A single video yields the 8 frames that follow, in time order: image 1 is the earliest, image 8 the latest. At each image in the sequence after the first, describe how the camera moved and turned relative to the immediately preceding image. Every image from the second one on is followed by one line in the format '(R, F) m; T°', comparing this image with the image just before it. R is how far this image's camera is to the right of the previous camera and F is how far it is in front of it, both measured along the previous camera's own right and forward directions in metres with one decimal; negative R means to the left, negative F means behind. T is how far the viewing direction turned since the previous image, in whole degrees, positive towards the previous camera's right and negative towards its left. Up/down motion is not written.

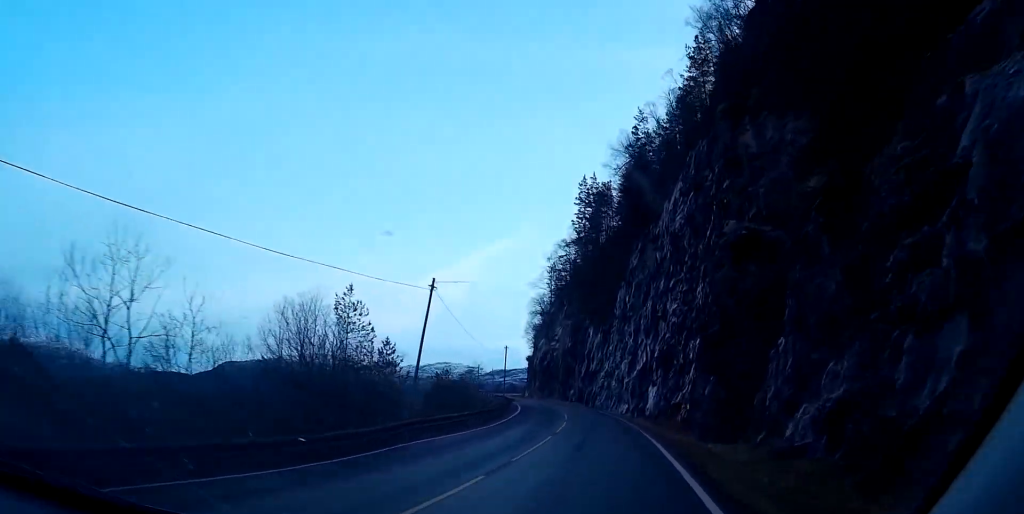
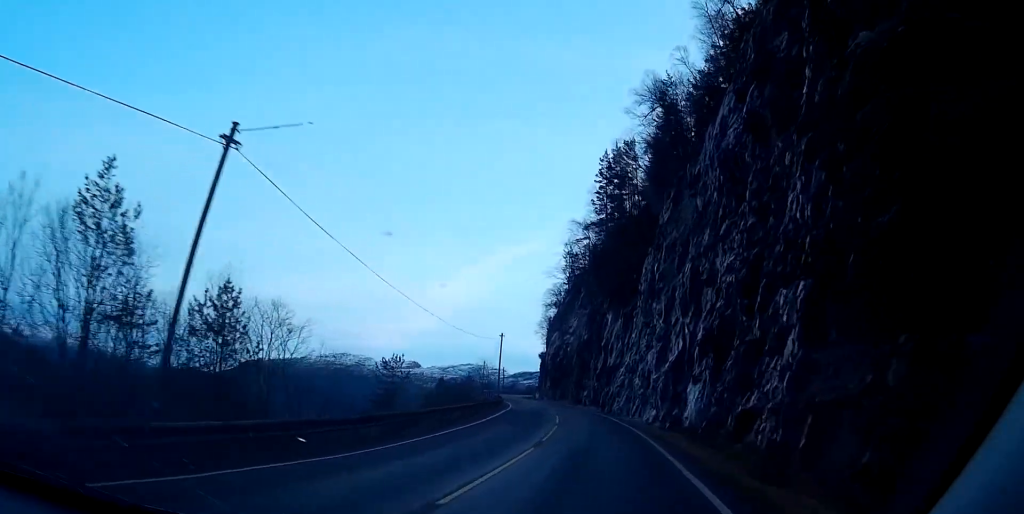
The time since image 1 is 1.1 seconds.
(-1.5, +17.0) m; -7°
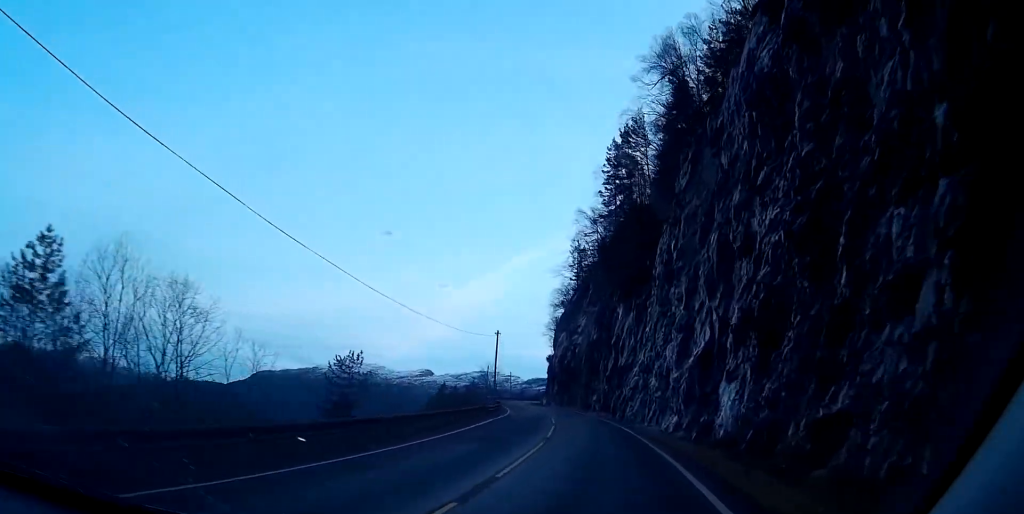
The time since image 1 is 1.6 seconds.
(-0.3, +8.8) m; -2°
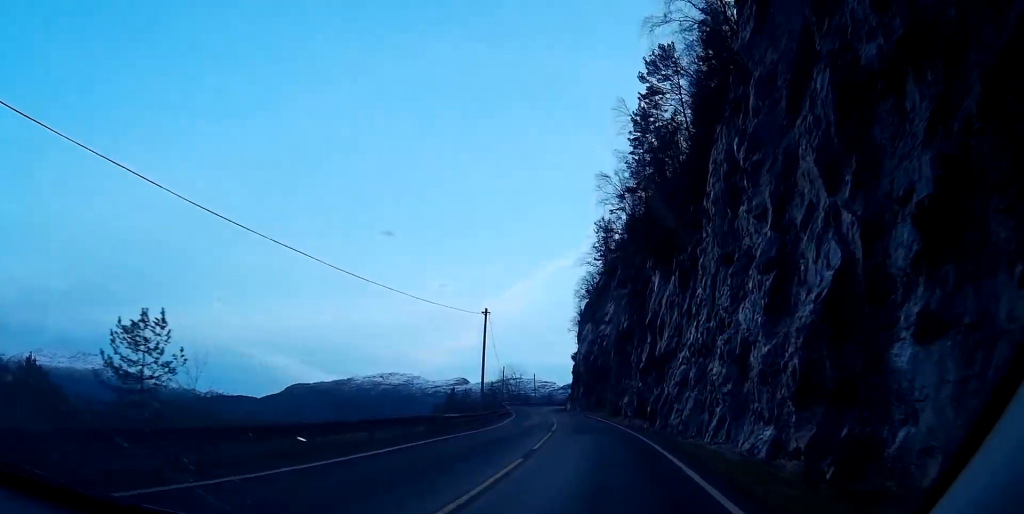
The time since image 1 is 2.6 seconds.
(-0.1, +19.0) m; -5°
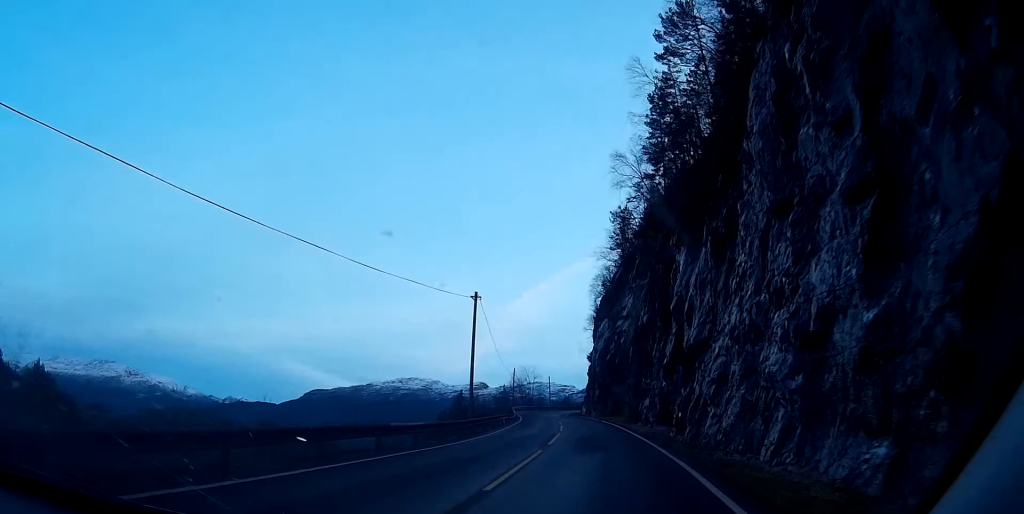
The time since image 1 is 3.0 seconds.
(-0.4, +8.5) m; -6°
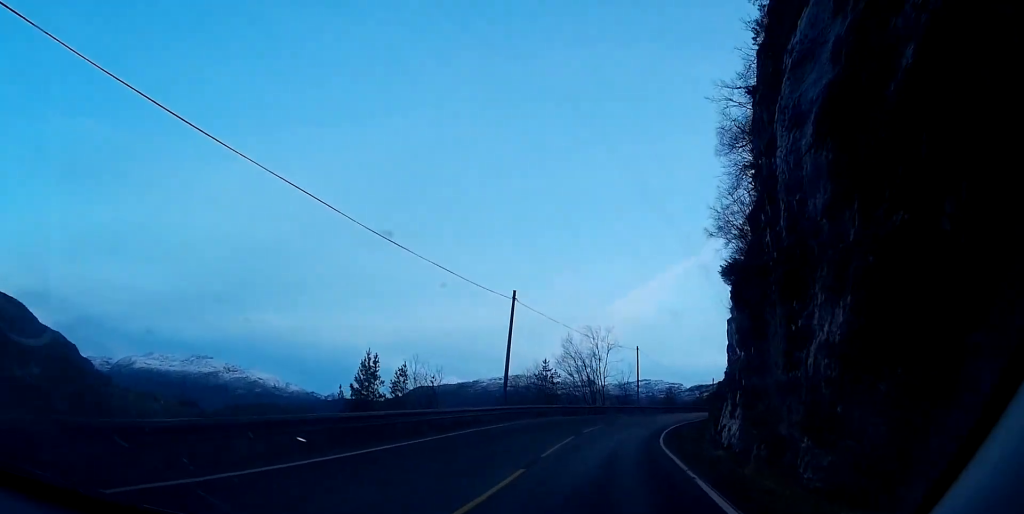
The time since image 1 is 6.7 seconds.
(-19.8, +78.5) m; -6°
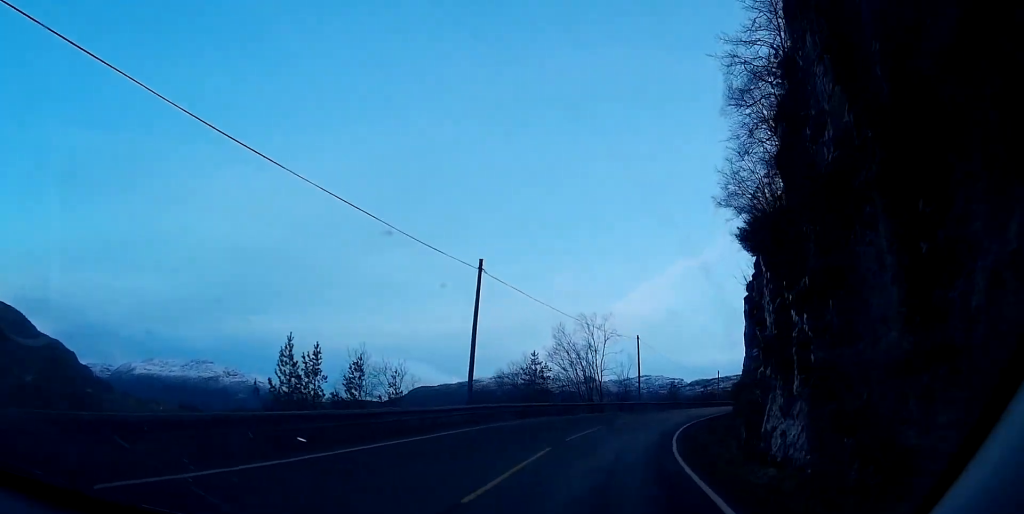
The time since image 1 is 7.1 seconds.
(+0.6, +9.0) m; +3°
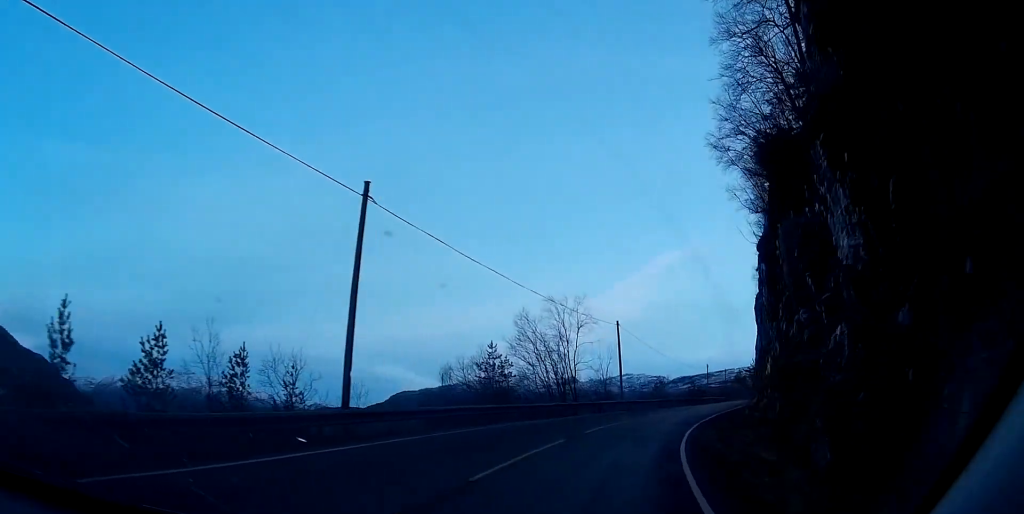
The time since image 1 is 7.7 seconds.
(+0.3, +12.5) m; +4°
